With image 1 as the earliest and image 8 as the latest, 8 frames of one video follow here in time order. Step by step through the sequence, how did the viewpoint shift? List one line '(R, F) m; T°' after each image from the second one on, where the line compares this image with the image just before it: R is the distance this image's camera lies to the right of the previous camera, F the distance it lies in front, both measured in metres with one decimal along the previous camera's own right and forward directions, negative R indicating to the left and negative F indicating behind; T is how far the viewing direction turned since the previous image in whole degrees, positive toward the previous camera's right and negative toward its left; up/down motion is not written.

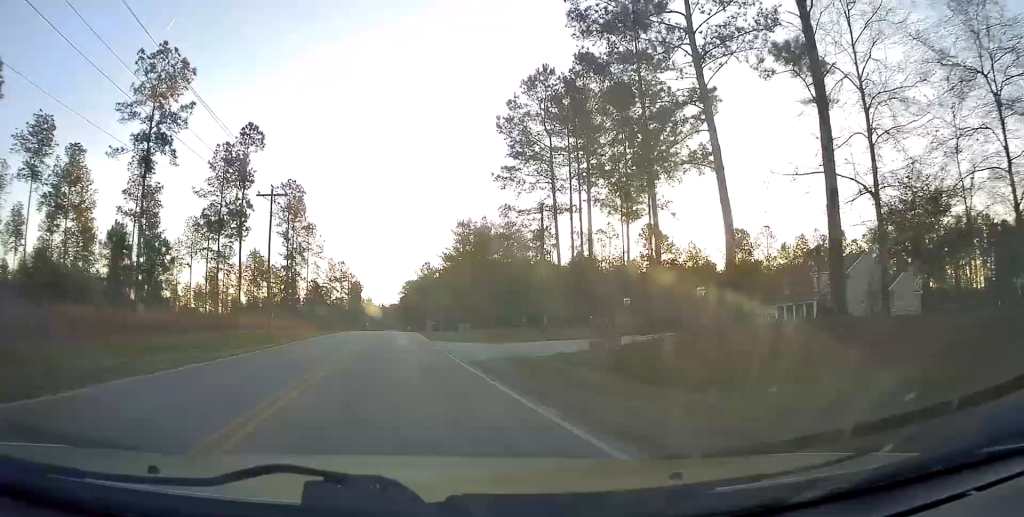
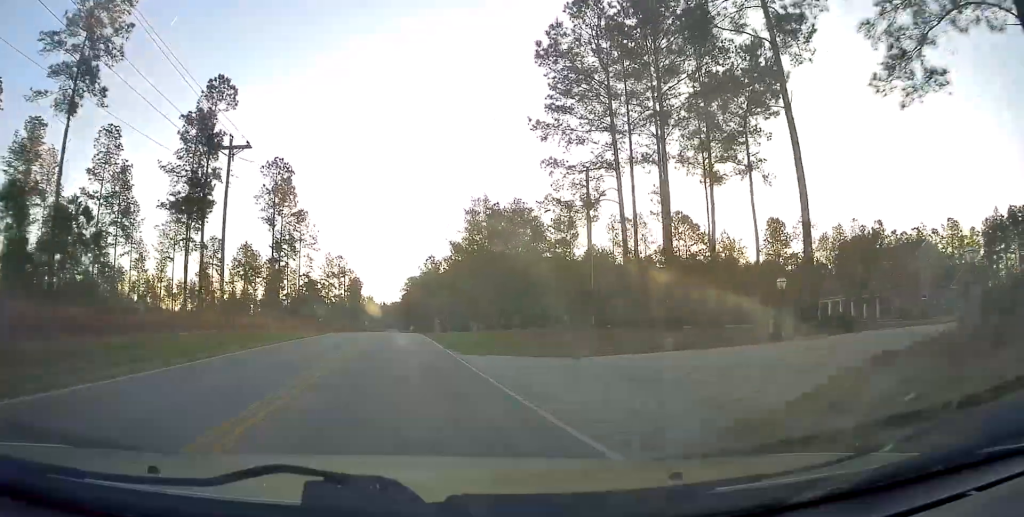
(-0.1, +11.9) m; 0°
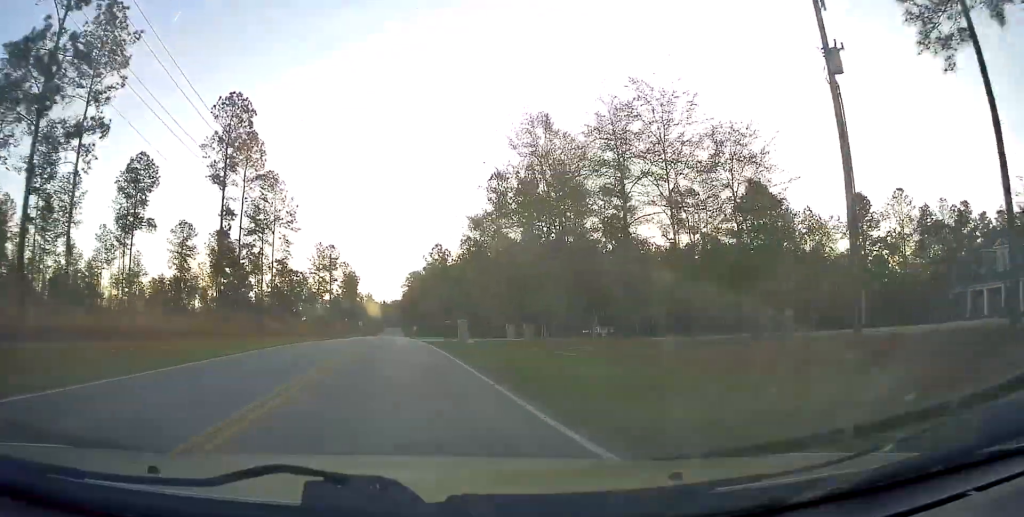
(+0.2, +24.0) m; -1°
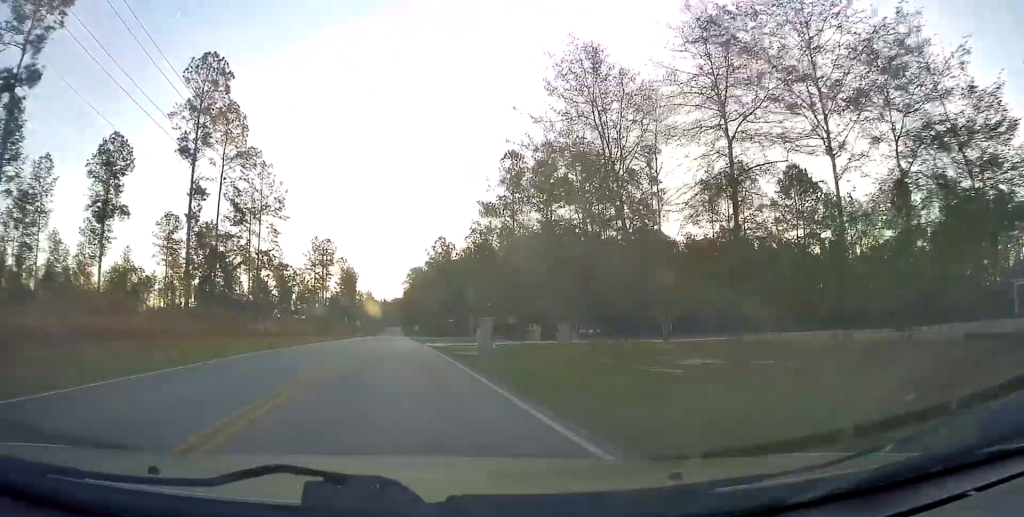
(-0.1, +9.2) m; -1°
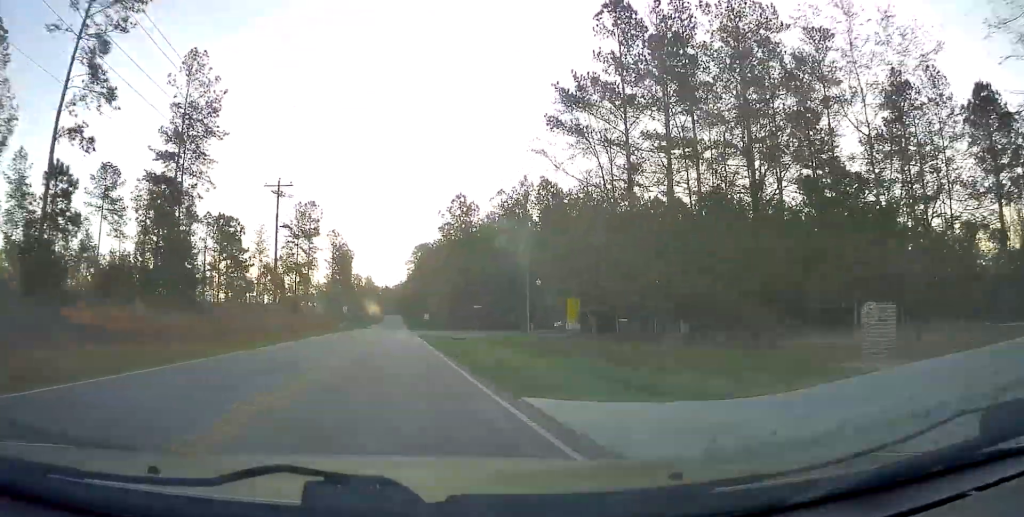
(+0.2, +31.6) m; +1°
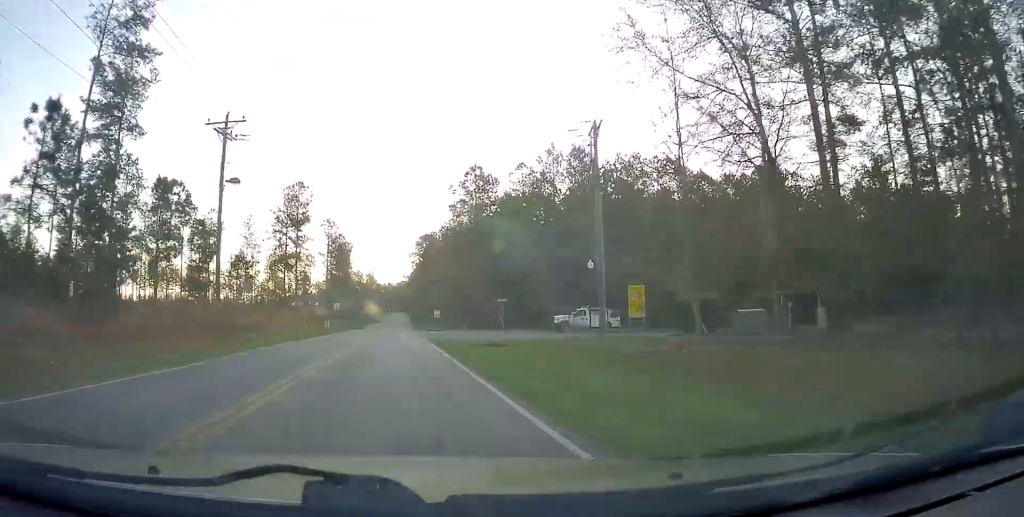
(0.0, +15.4) m; 0°
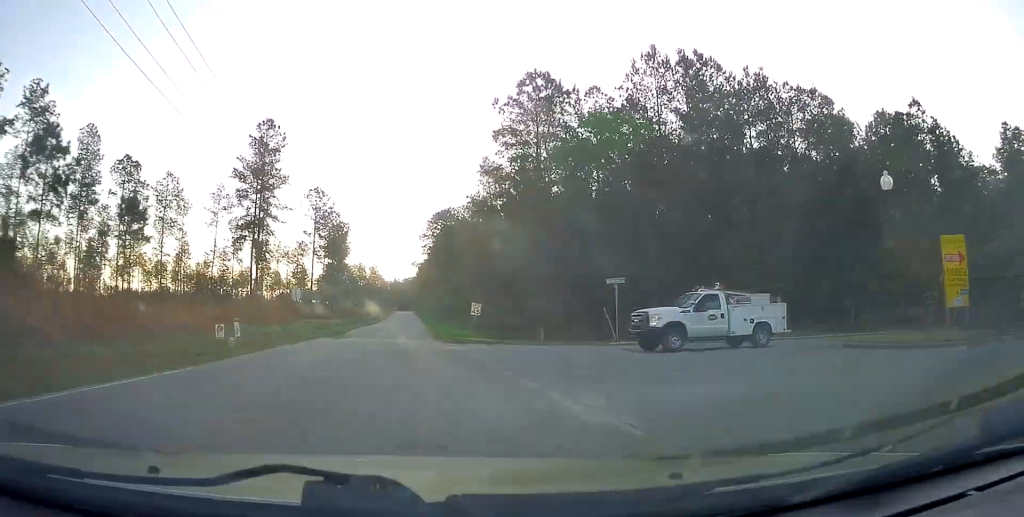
(-0.5, +28.5) m; -1°
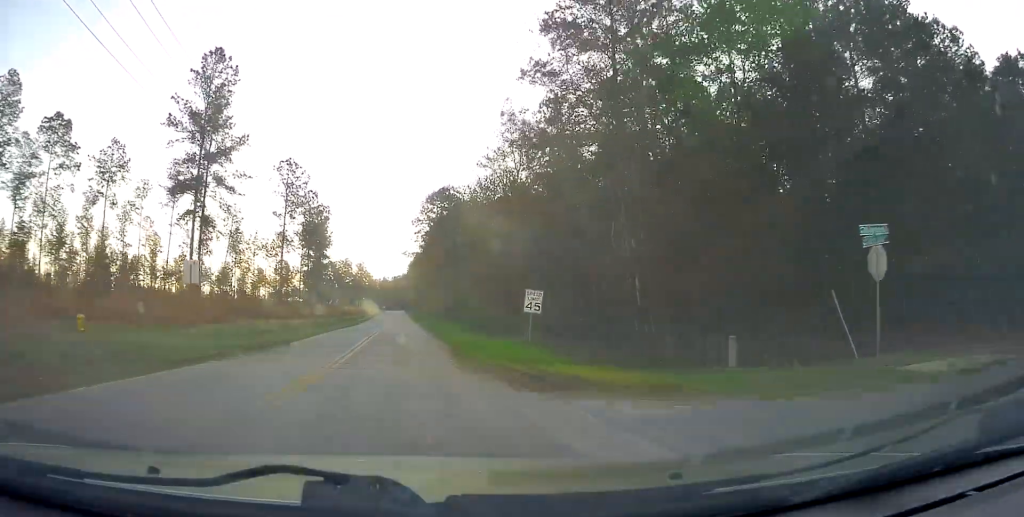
(+0.2, +18.1) m; 0°
